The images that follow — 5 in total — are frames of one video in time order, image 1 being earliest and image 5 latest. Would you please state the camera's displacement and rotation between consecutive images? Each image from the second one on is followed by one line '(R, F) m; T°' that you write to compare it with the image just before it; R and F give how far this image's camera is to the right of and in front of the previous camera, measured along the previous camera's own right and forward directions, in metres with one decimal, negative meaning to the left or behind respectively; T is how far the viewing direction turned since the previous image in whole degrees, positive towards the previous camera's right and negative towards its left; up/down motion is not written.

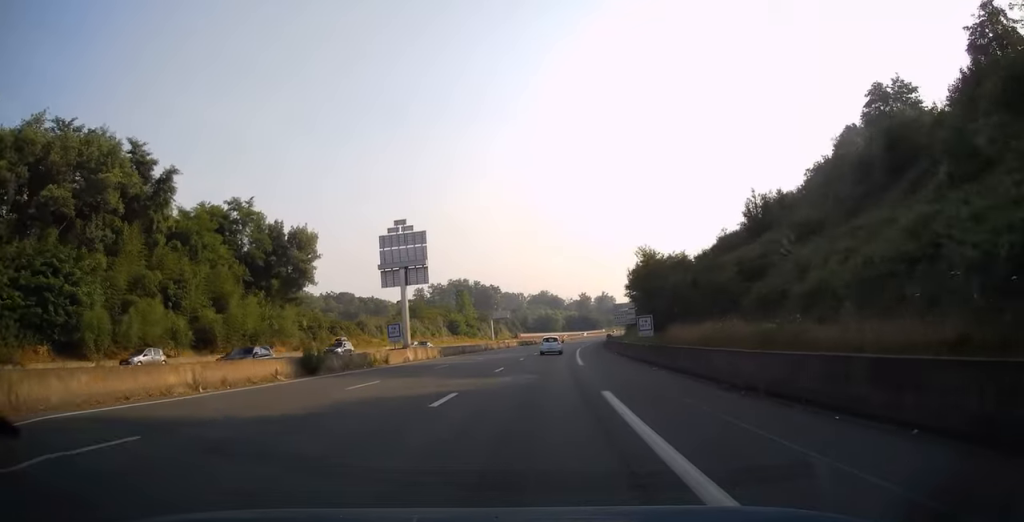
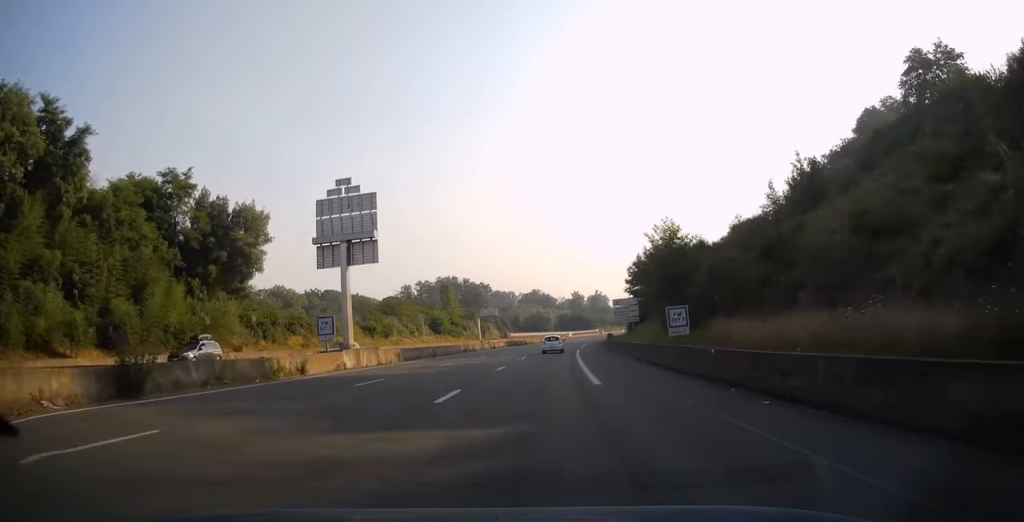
(+0.1, +12.4) m; +1°
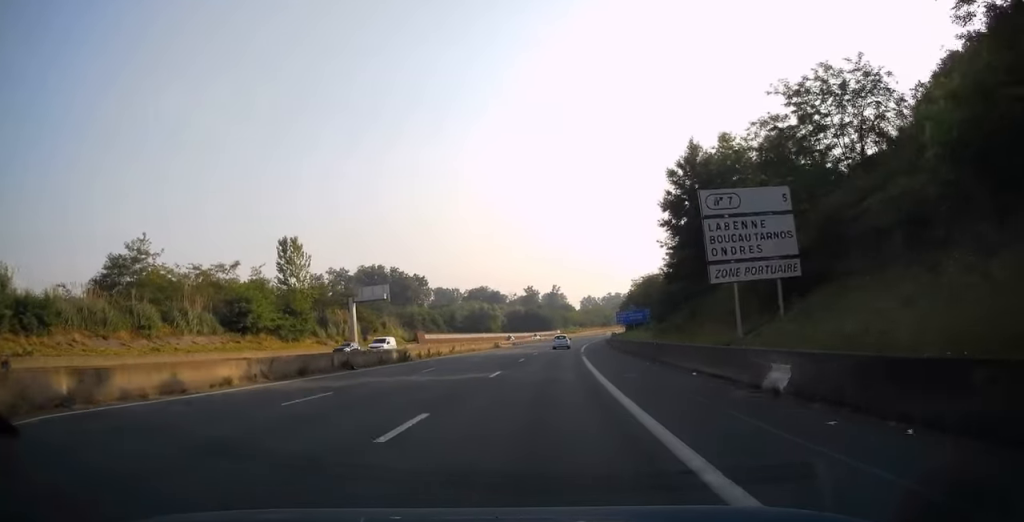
(+2.8, +70.5) m; +5°
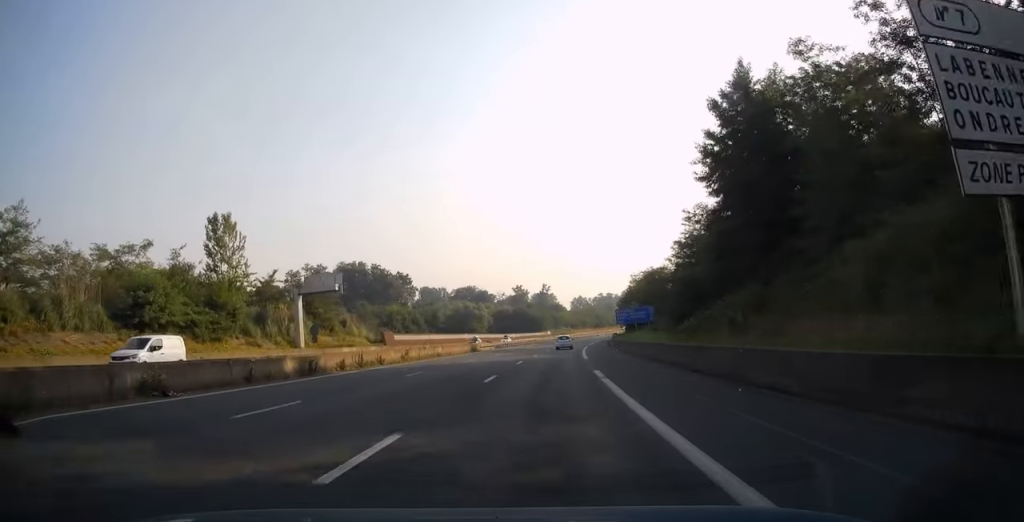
(+0.1, +15.4) m; +1°
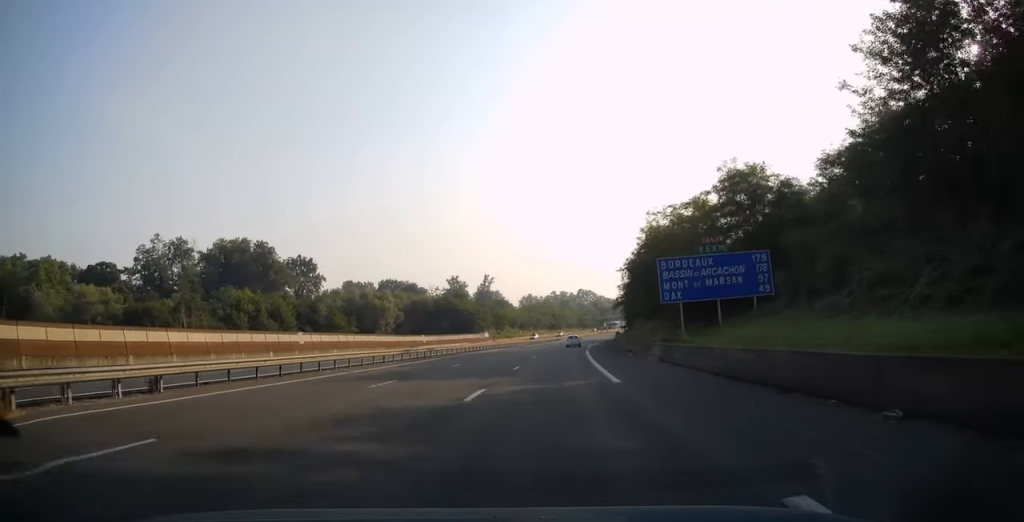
(+3.4, +71.0) m; +5°
